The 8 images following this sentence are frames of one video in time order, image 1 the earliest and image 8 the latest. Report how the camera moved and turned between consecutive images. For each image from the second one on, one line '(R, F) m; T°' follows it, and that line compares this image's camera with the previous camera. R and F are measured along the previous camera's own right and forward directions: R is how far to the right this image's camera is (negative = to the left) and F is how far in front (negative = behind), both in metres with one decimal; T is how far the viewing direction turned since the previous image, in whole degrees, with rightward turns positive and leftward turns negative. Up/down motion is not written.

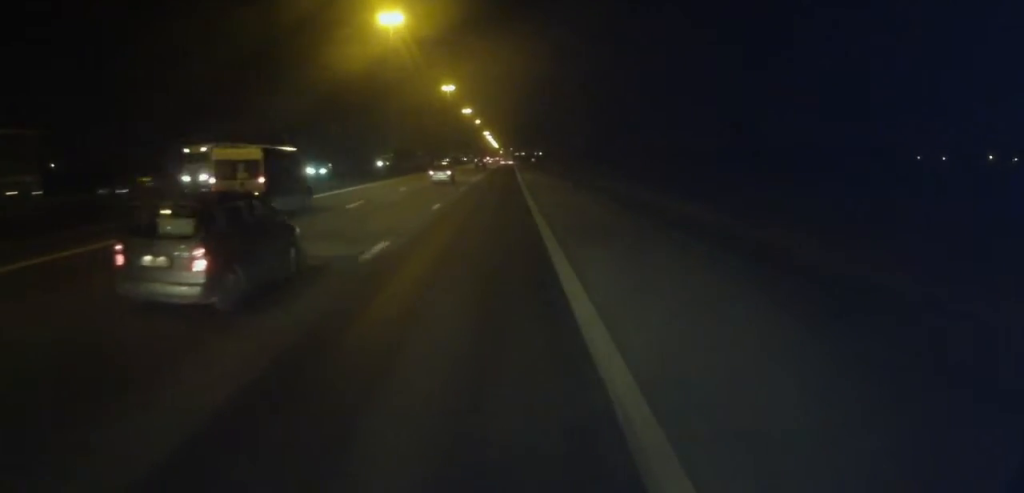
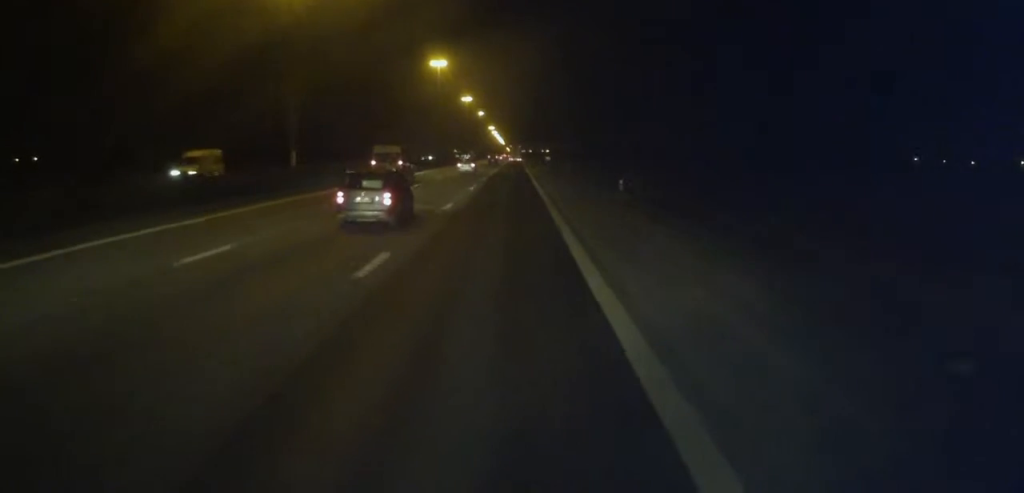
(-0.5, +40.2) m; -1°
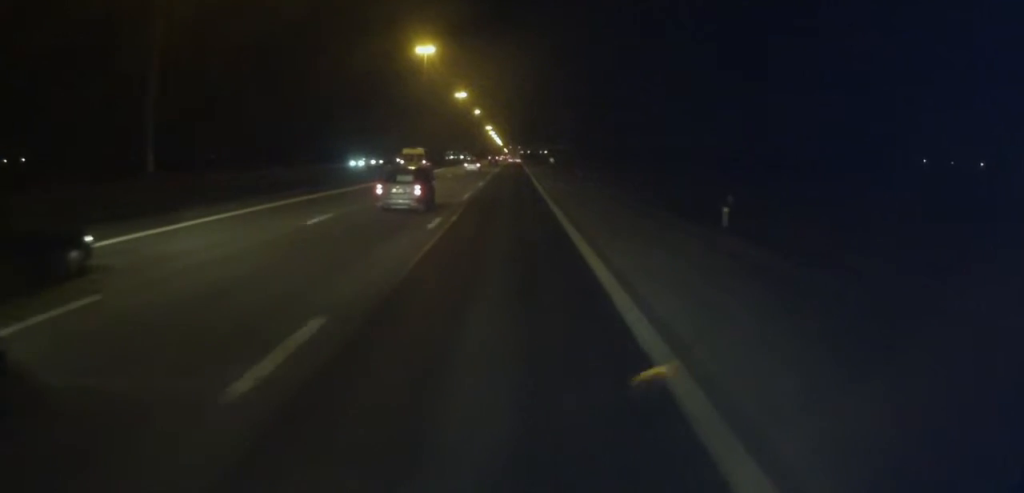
(0.0, +18.1) m; 0°
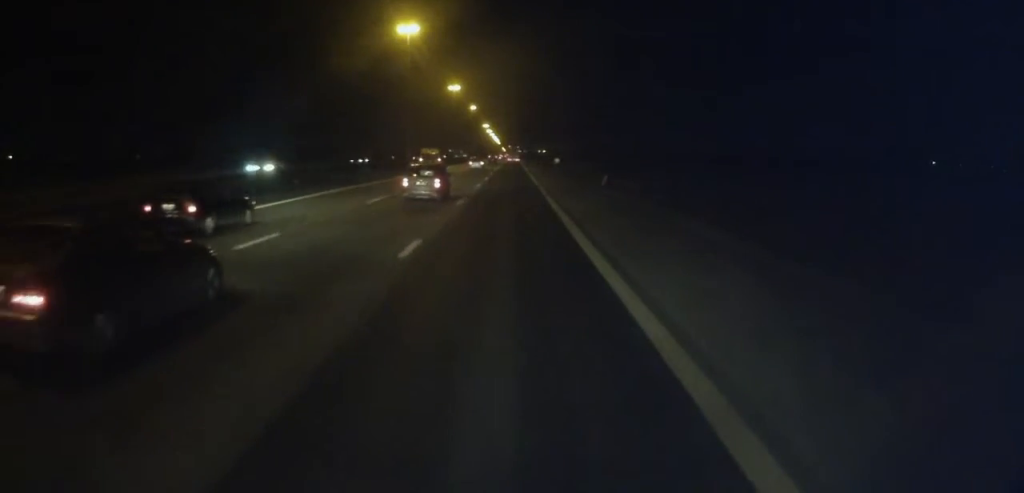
(0.0, +18.1) m; 0°
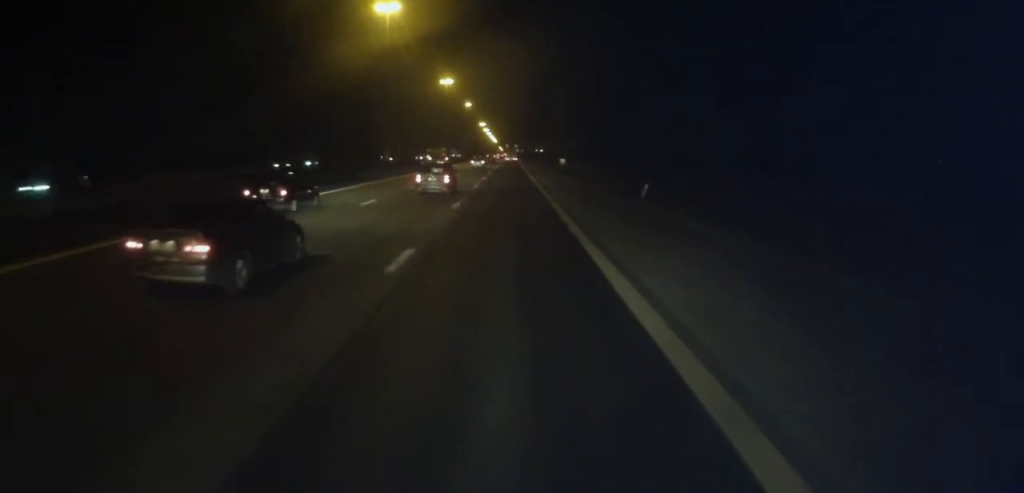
(0.0, +14.1) m; 0°
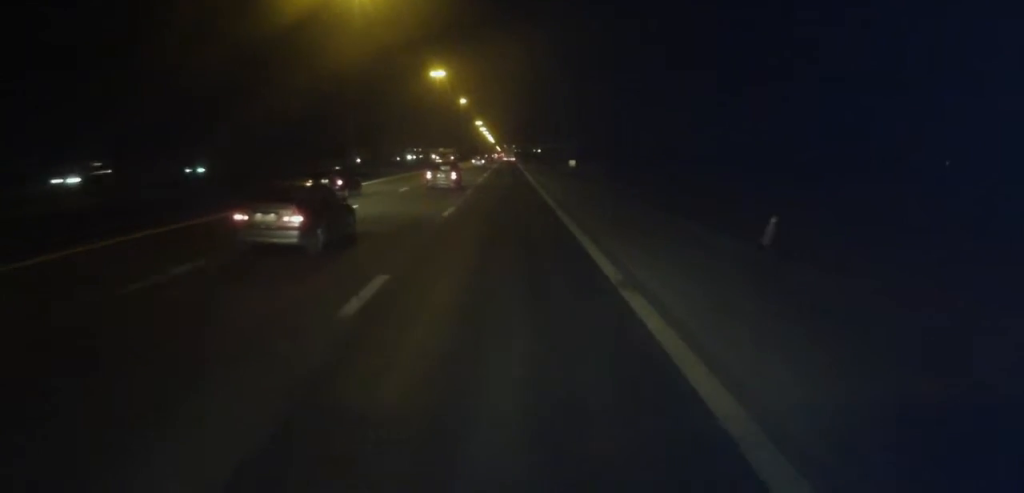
(0.0, +15.7) m; 0°
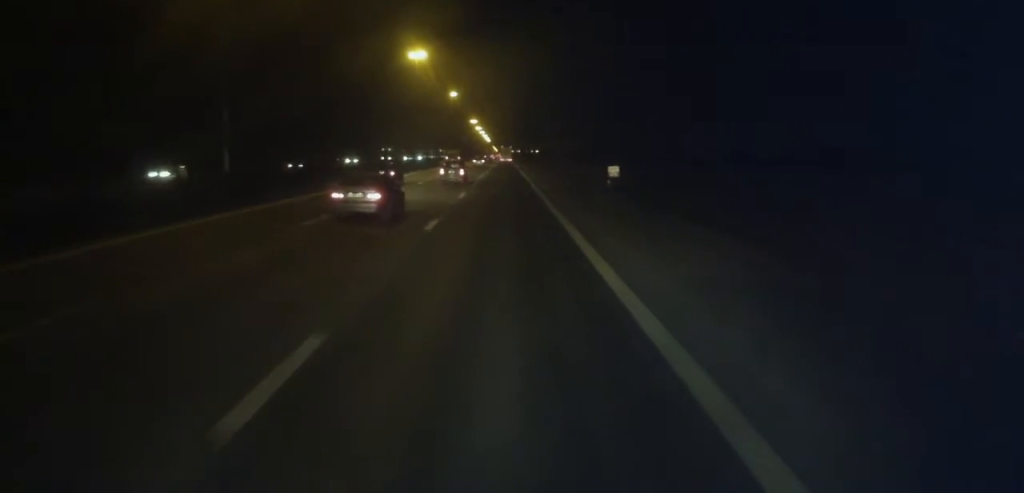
(0.0, +29.0) m; 0°
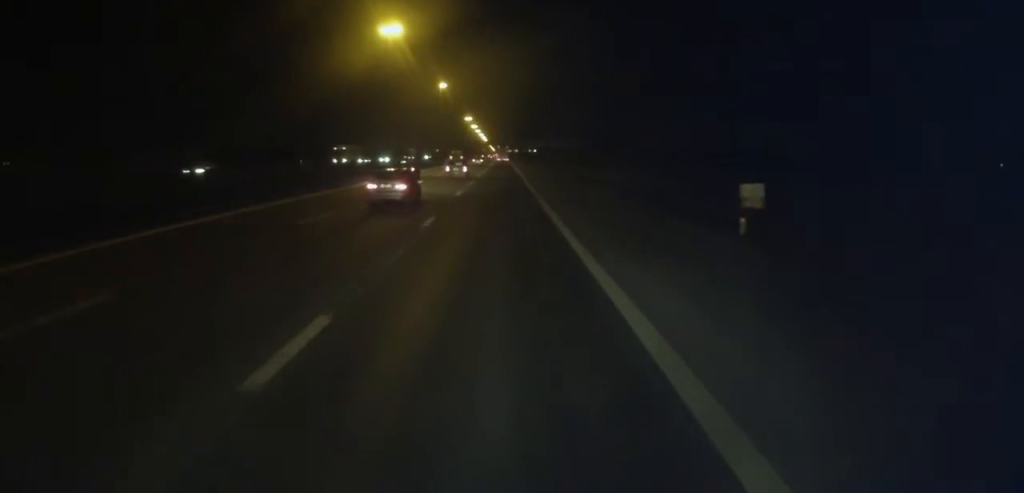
(+0.2, +24.3) m; +1°
